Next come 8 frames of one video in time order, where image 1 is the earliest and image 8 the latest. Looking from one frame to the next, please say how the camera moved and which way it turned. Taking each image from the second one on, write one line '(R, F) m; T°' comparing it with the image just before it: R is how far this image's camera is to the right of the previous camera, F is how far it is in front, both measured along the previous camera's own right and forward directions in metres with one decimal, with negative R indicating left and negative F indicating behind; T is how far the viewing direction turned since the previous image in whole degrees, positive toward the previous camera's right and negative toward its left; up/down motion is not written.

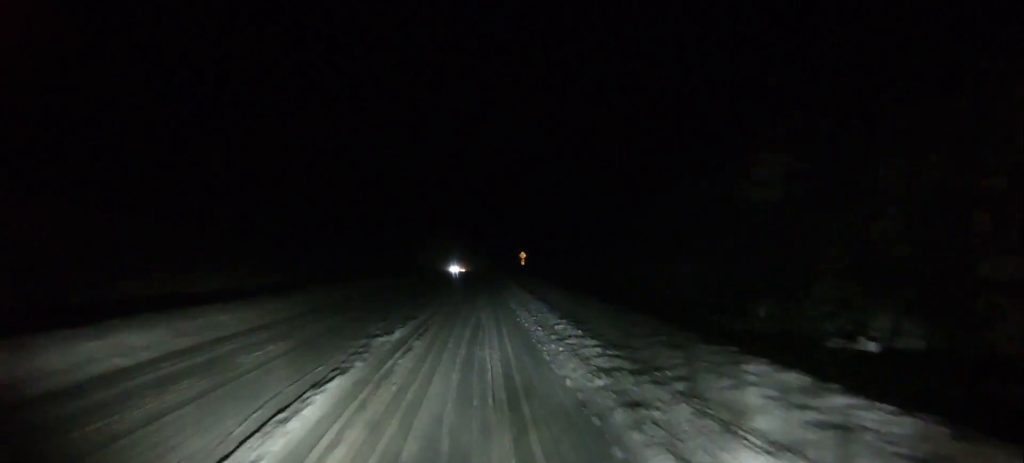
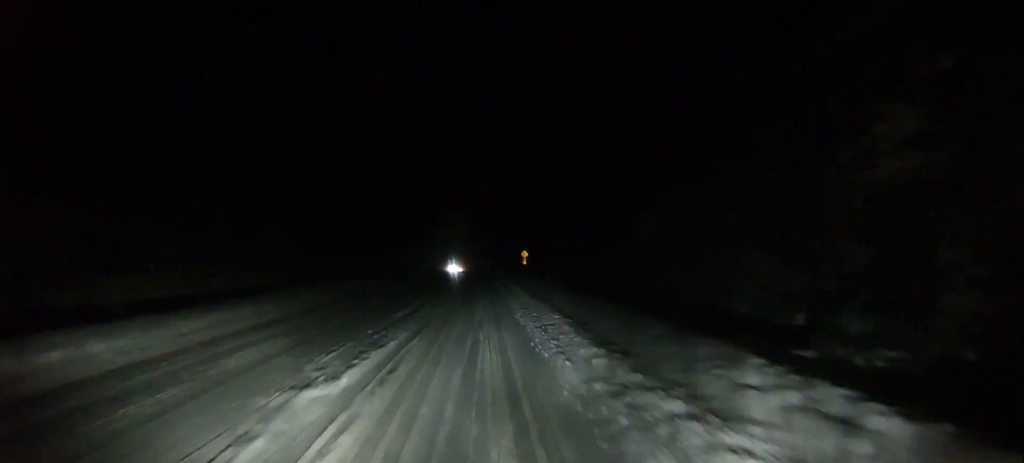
(0.0, +7.7) m; -1°
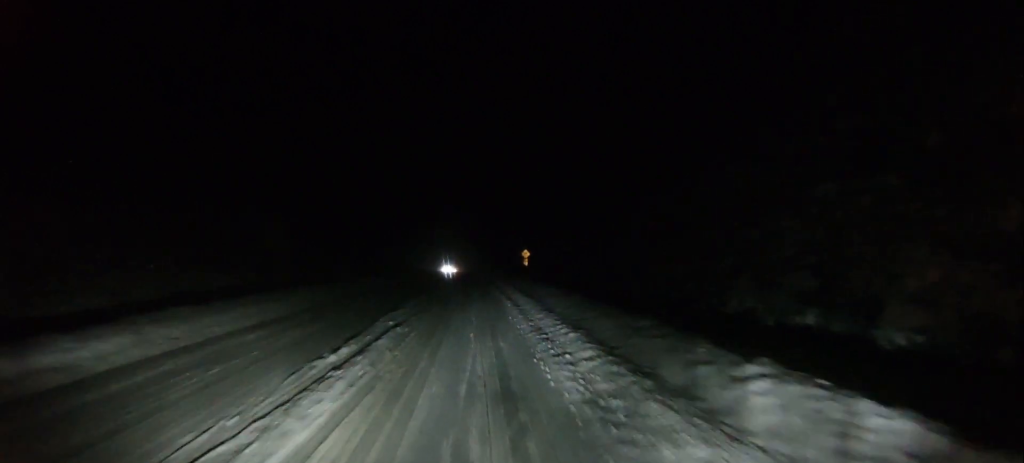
(-0.5, +11.6) m; 0°
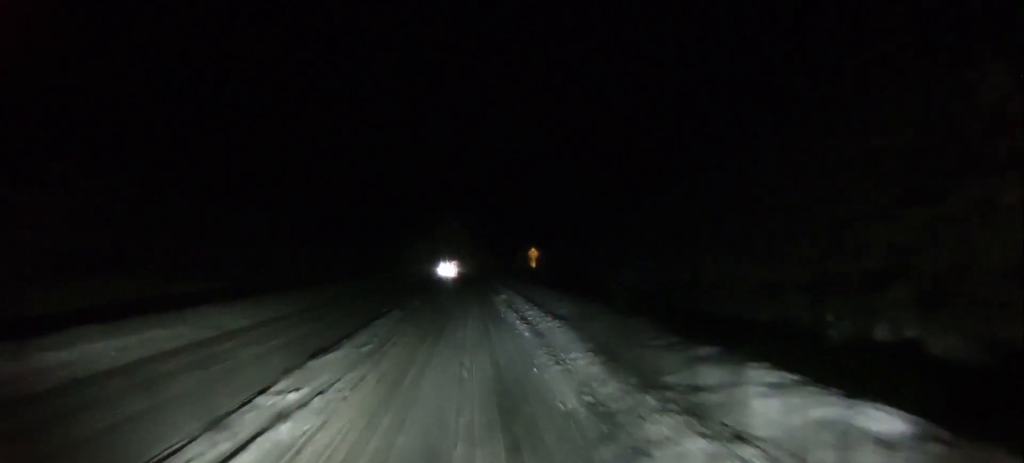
(+0.4, +12.5) m; +2°
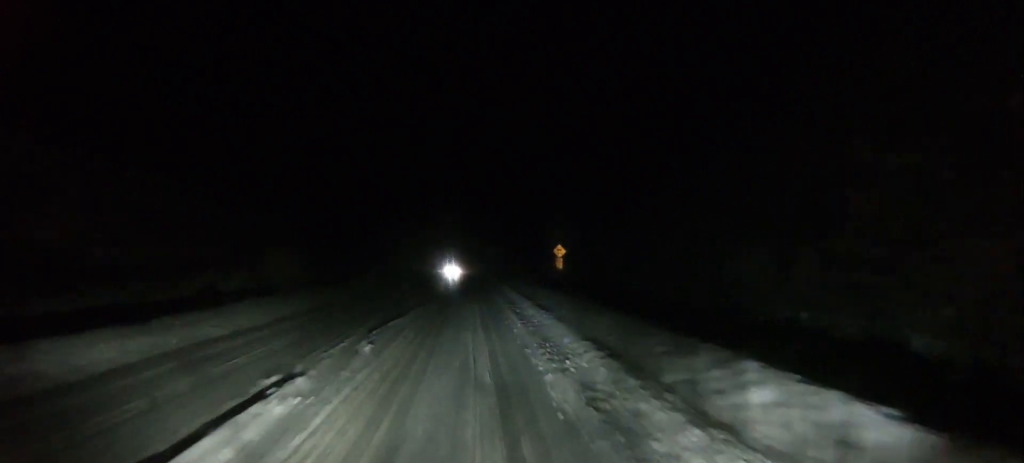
(+0.1, +17.7) m; 0°
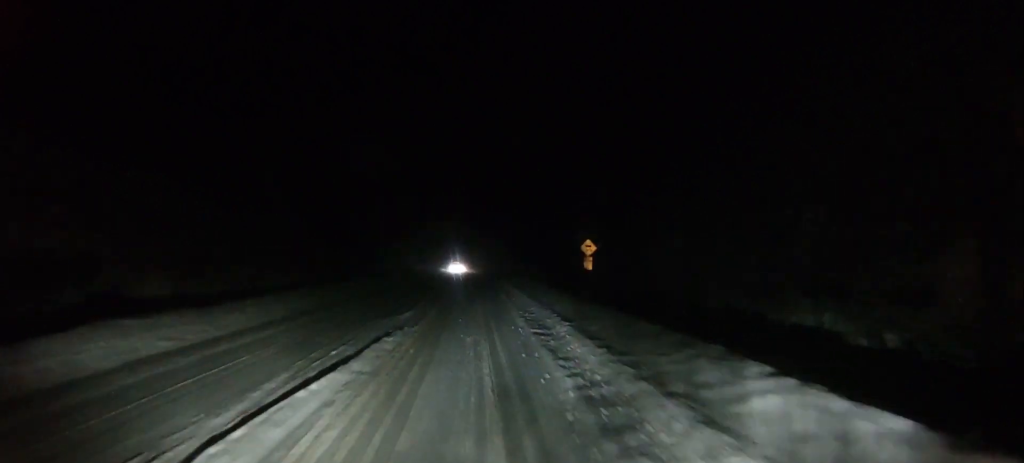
(0.0, +12.4) m; 0°
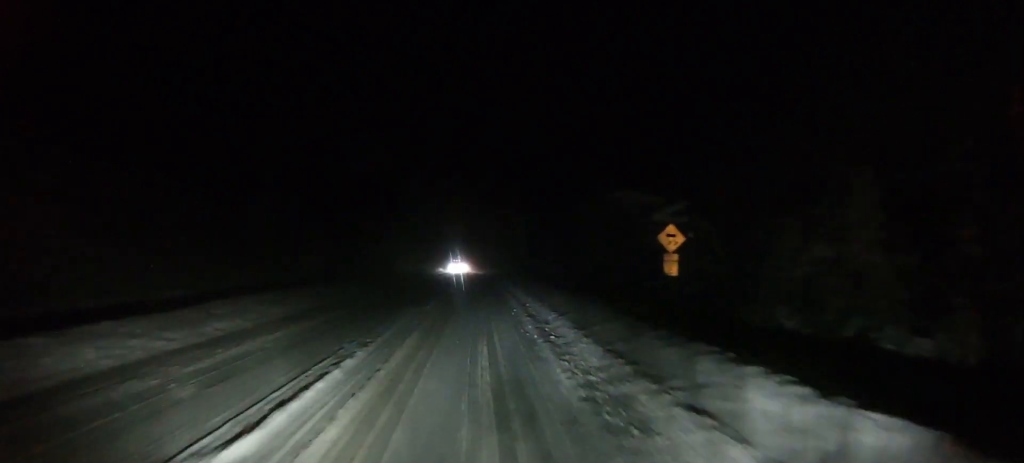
(-0.2, +19.8) m; -2°
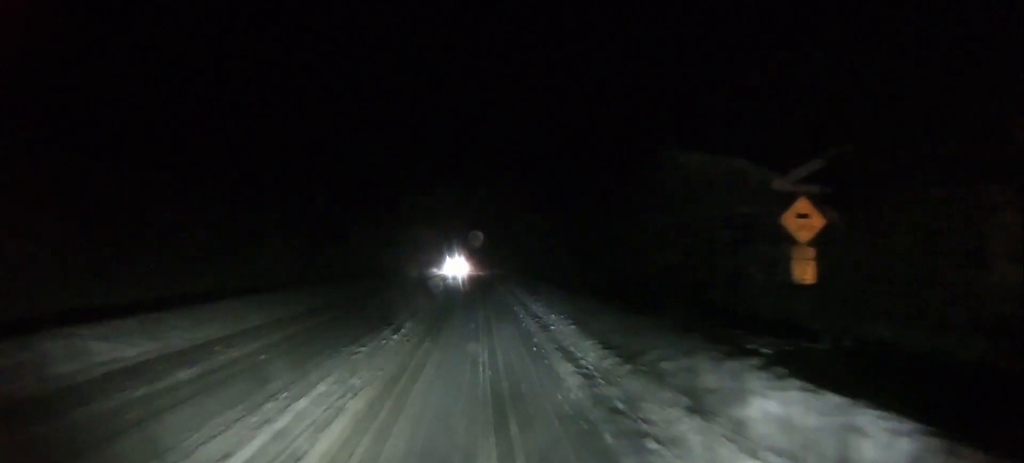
(-0.2, +11.7) m; -2°
